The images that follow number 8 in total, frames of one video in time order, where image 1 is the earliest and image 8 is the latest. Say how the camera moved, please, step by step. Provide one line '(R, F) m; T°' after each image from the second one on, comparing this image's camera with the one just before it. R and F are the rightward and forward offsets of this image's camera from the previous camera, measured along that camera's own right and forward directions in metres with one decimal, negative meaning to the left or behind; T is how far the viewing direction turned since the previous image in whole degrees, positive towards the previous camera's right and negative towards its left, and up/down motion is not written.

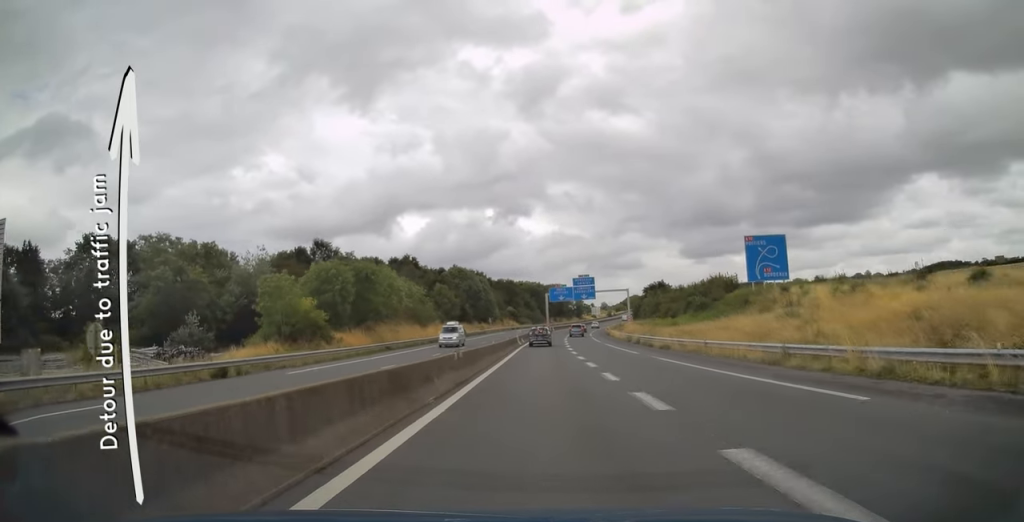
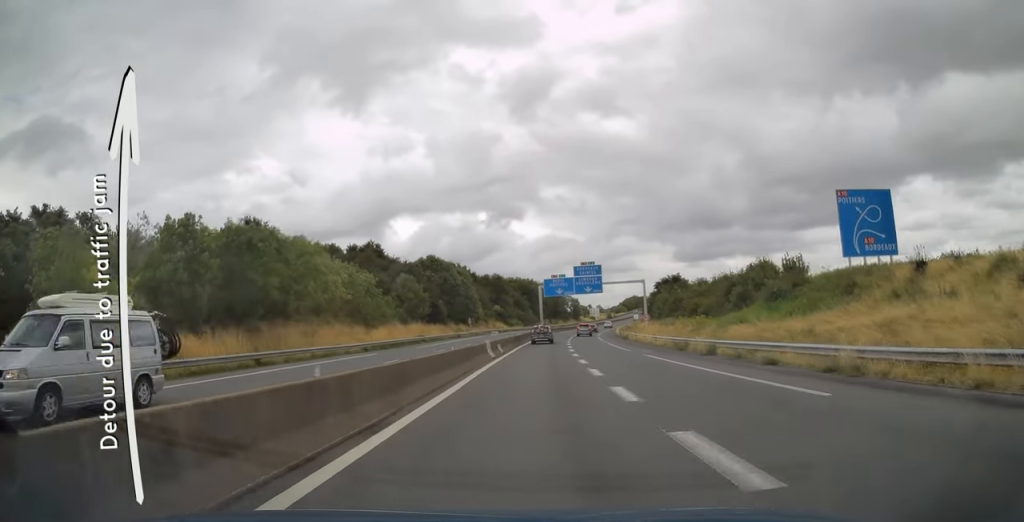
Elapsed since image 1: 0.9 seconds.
(0.0, +25.5) m; 0°
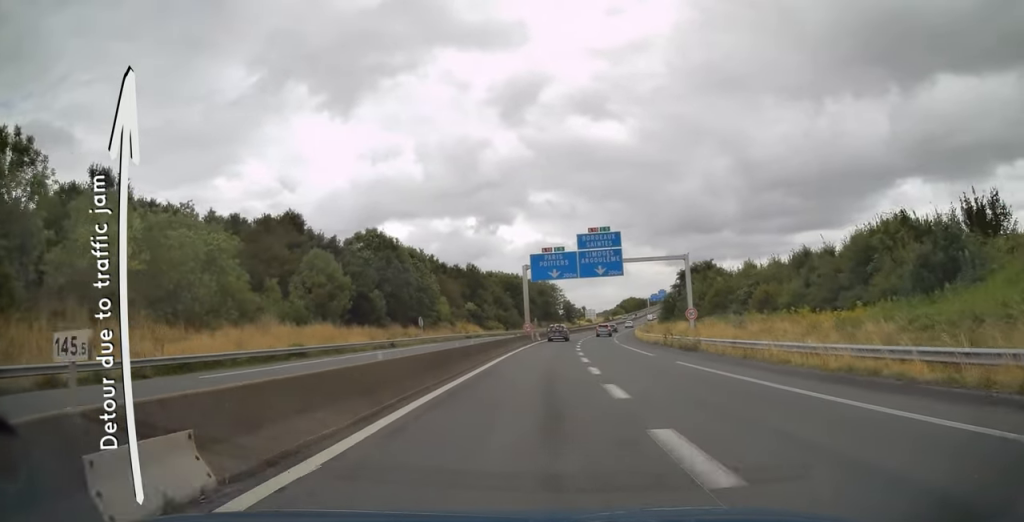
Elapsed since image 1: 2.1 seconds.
(0.0, +33.6) m; +1°
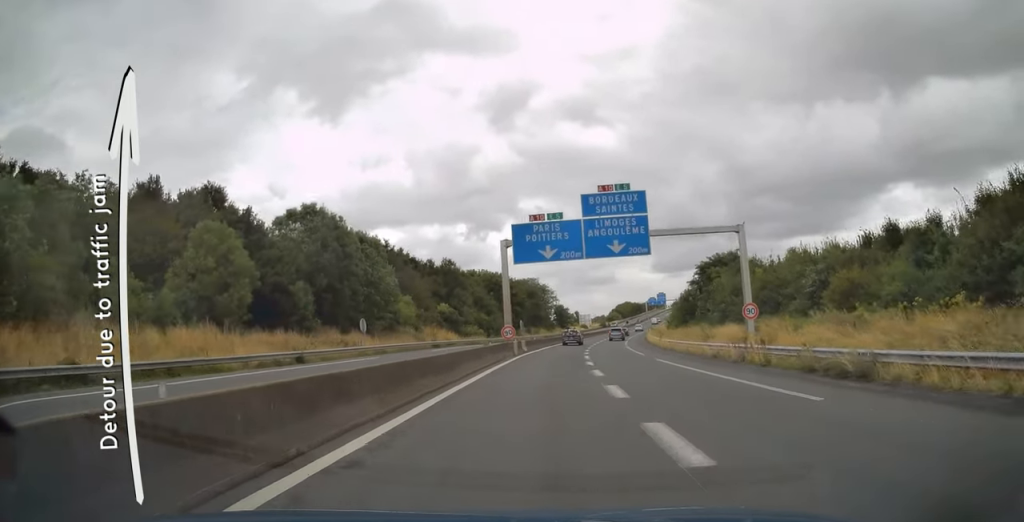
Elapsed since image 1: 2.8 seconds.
(+0.2, +19.3) m; 0°
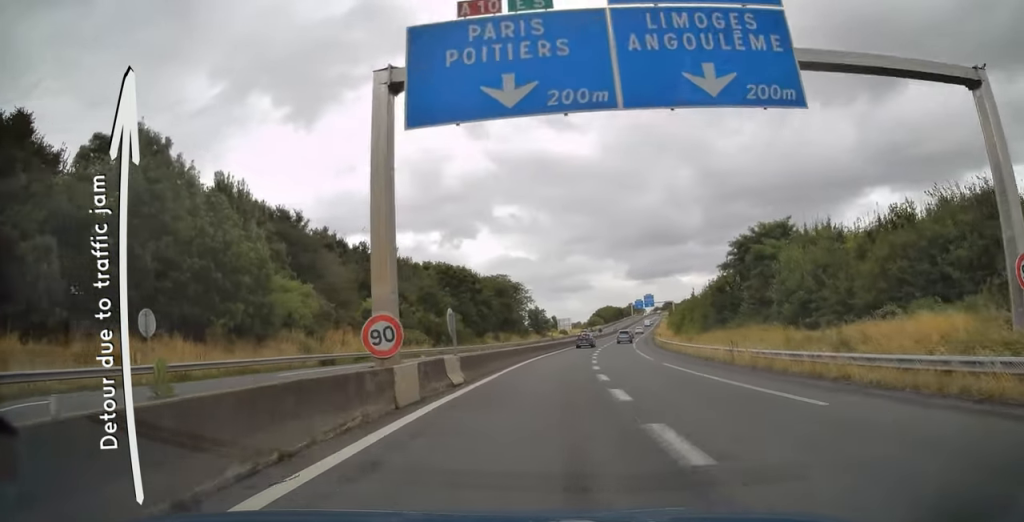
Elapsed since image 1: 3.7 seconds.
(0.0, +26.4) m; +2°
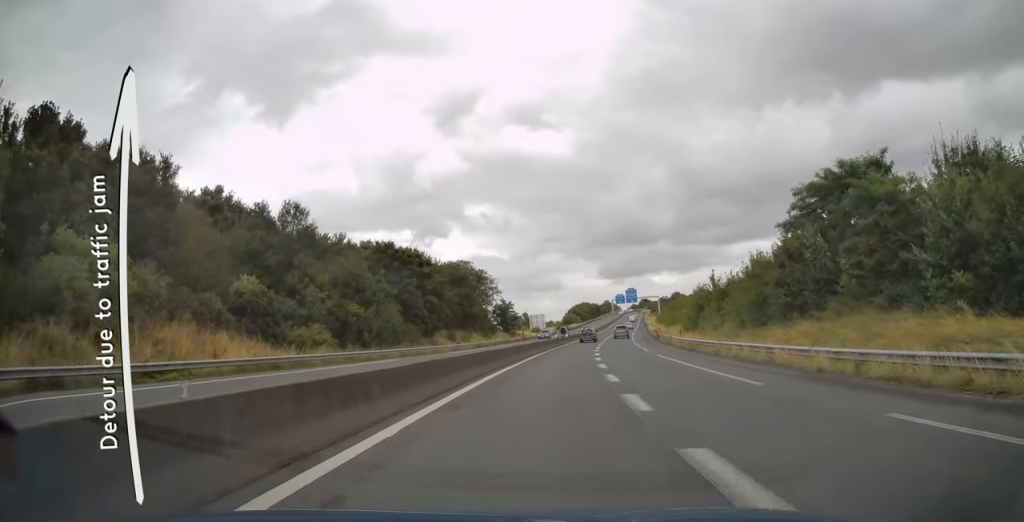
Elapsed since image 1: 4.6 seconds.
(+0.7, +22.1) m; +2°
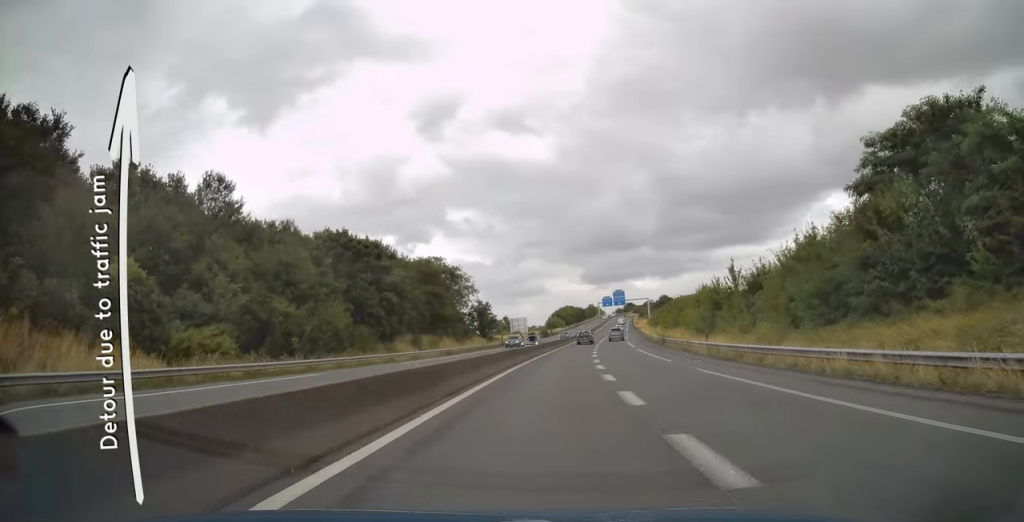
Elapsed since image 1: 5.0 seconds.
(+0.1, +11.9) m; +1°
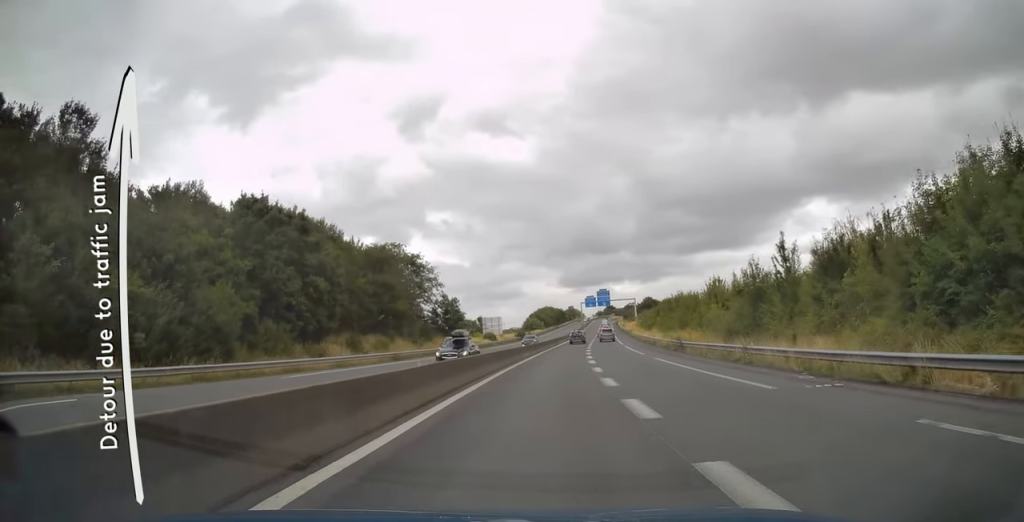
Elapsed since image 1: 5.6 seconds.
(+0.1, +15.0) m; +1°
